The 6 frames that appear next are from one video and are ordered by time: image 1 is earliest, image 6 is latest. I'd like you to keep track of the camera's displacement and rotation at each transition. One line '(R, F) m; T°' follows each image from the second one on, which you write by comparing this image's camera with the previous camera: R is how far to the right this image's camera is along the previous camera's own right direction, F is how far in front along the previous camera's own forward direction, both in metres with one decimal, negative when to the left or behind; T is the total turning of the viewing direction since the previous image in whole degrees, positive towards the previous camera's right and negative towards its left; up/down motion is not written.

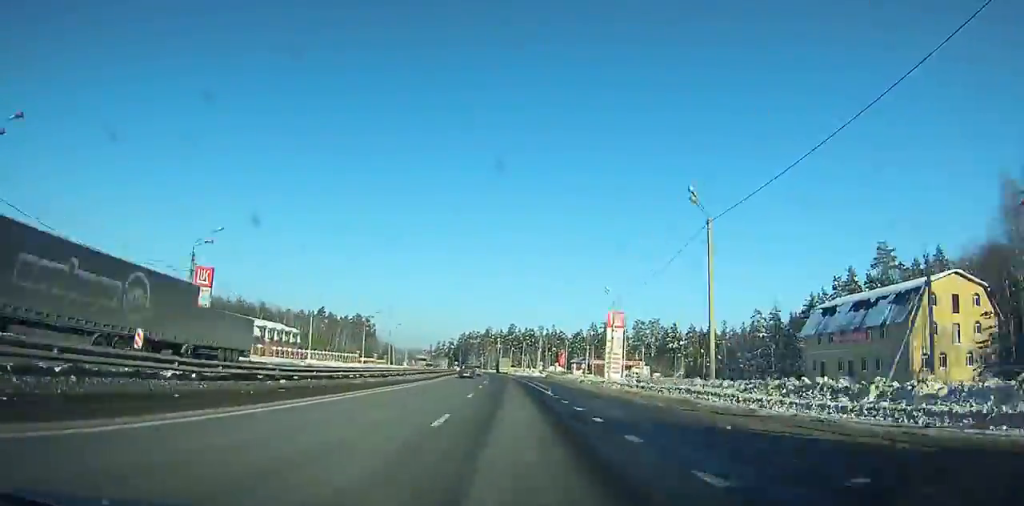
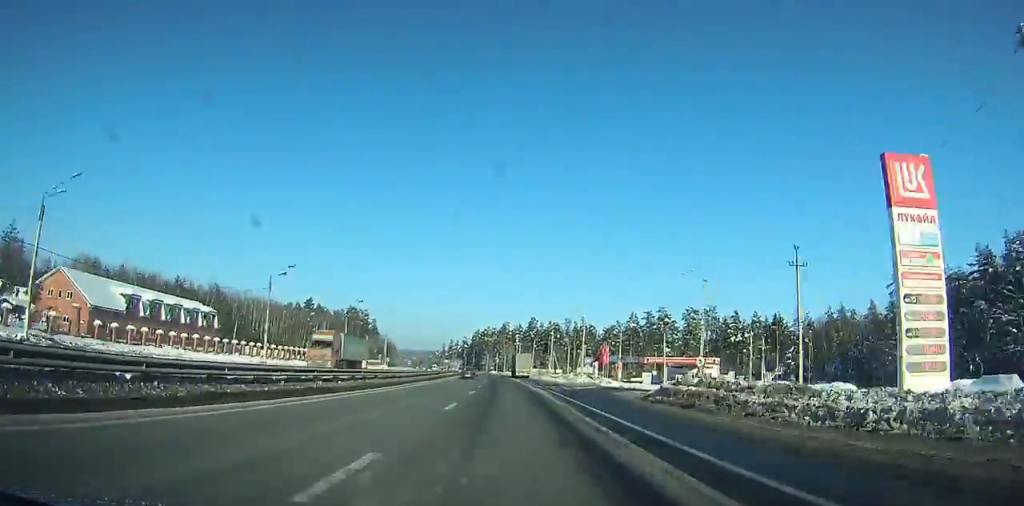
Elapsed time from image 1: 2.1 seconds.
(-0.8, +55.4) m; -2°
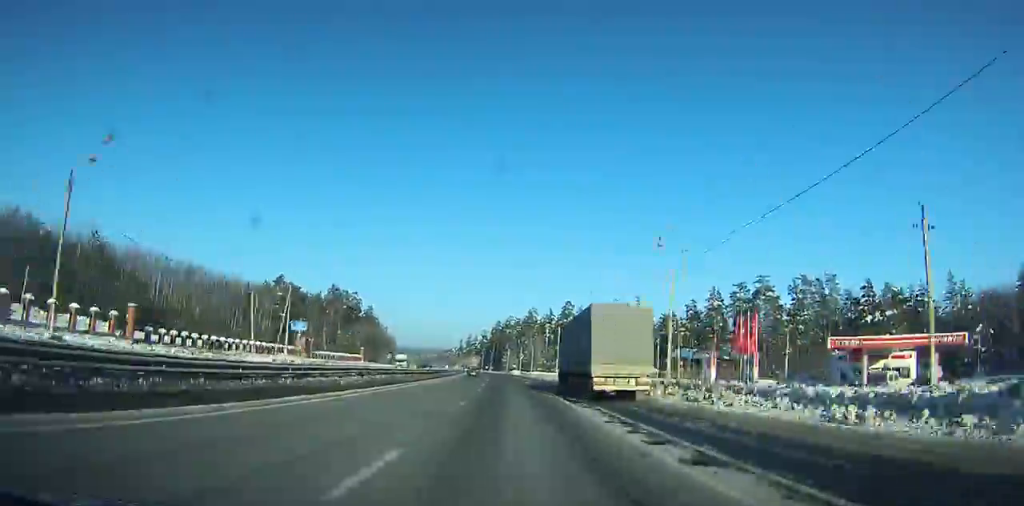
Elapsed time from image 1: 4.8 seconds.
(-1.4, +71.9) m; -3°
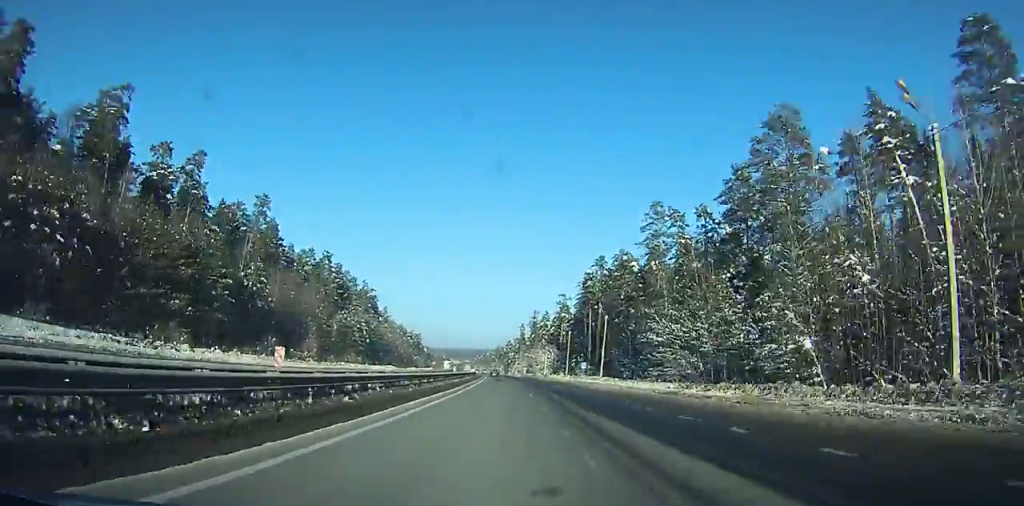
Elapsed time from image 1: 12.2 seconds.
(-27.5, +198.3) m; -8°
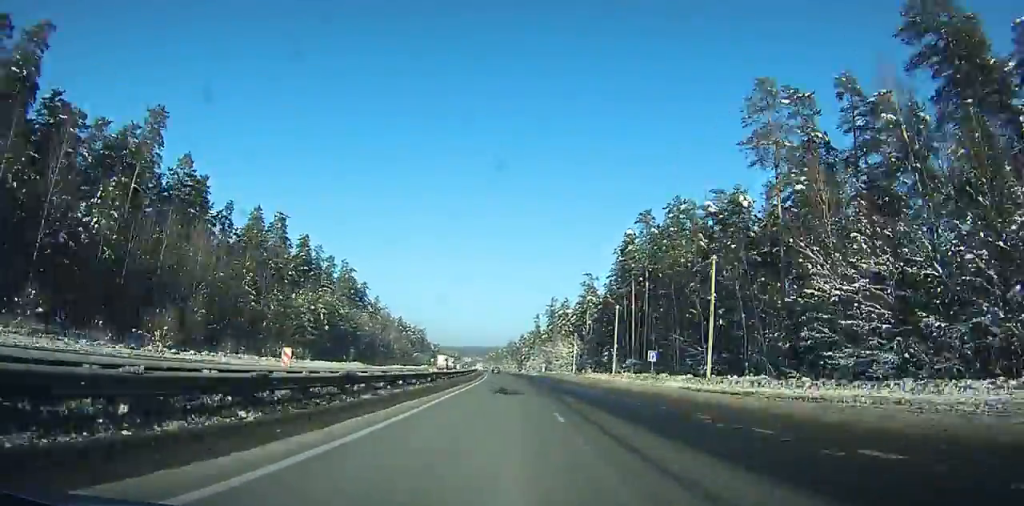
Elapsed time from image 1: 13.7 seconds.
(+2.1, +41.9) m; +2°
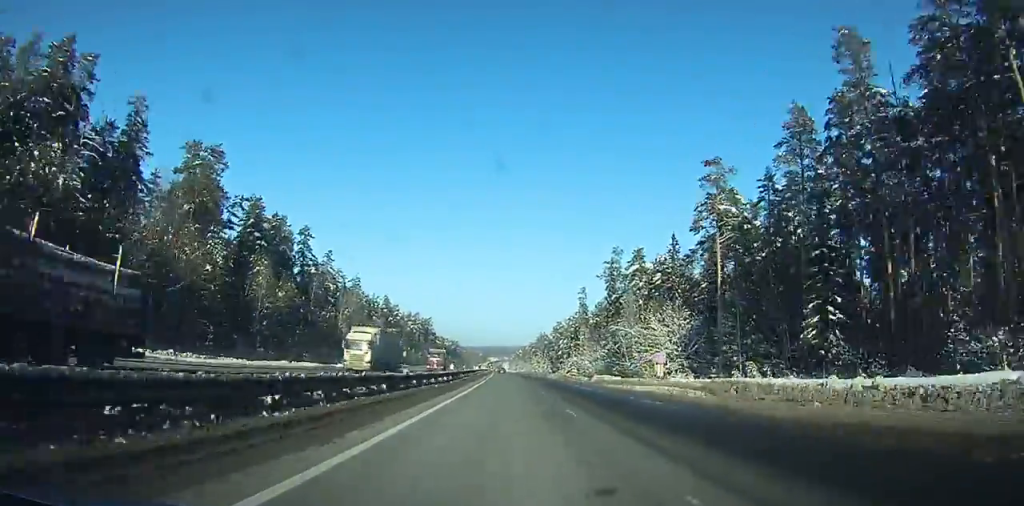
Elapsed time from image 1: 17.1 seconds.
(+8.8, +98.9) m; 0°
